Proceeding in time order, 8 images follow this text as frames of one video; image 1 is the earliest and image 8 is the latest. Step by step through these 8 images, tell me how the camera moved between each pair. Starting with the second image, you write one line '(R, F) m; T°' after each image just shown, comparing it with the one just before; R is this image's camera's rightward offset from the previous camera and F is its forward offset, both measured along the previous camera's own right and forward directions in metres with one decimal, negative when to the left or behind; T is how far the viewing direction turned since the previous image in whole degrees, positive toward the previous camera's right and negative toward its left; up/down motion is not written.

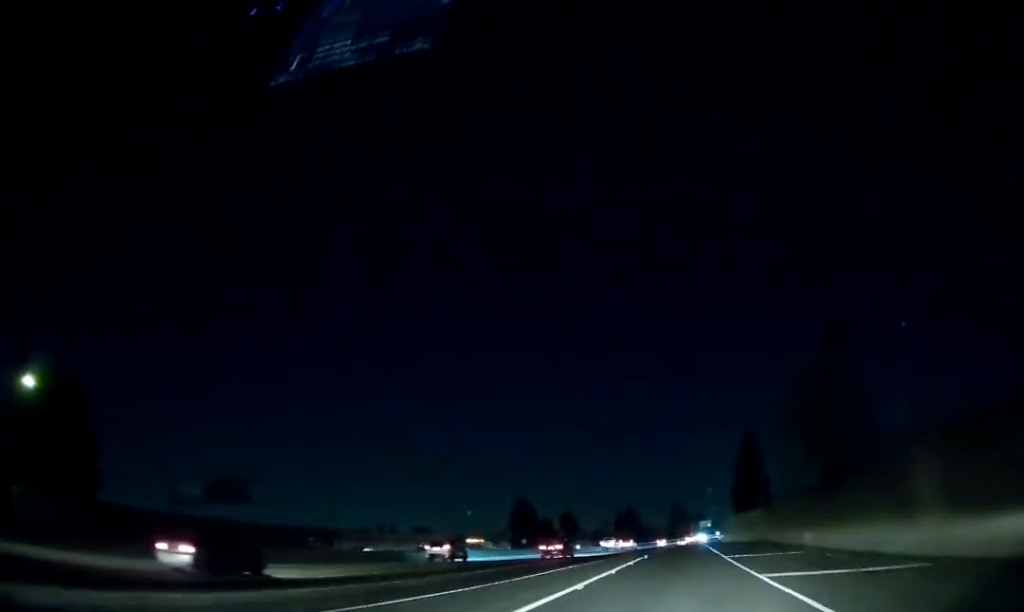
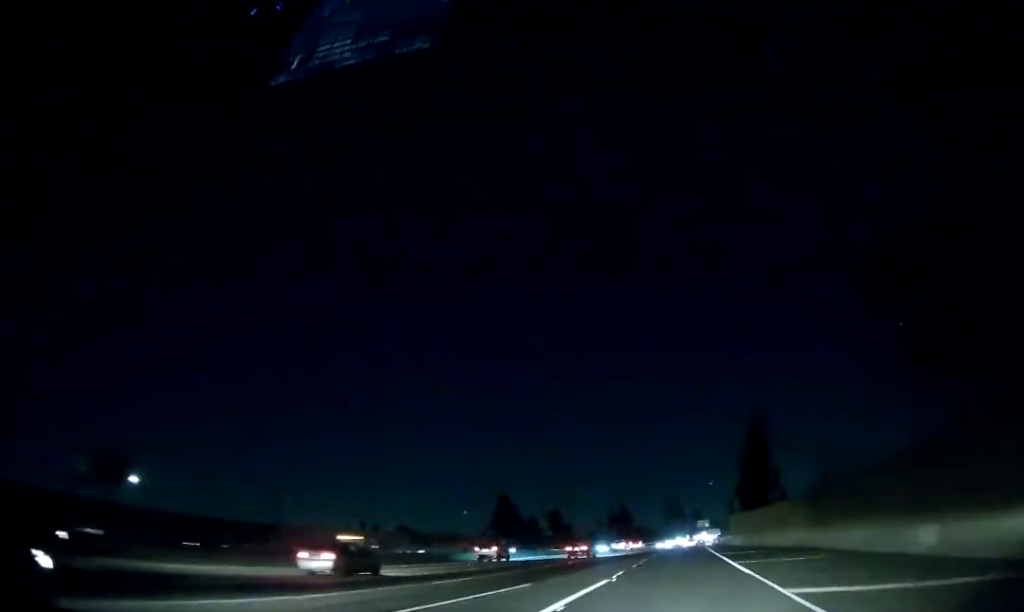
(0.0, +18.8) m; 0°
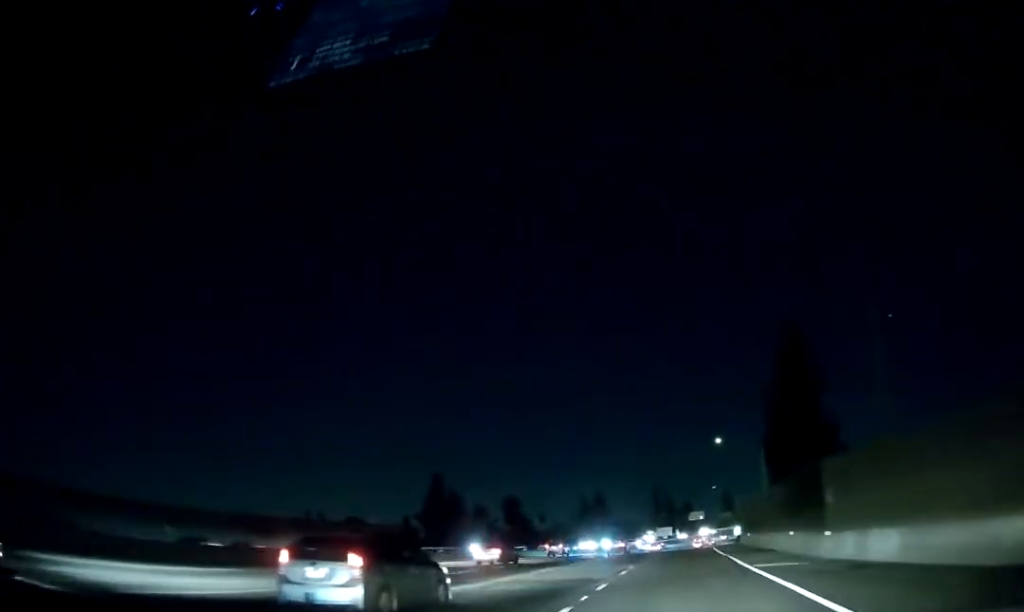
(+0.7, +50.2) m; +2°
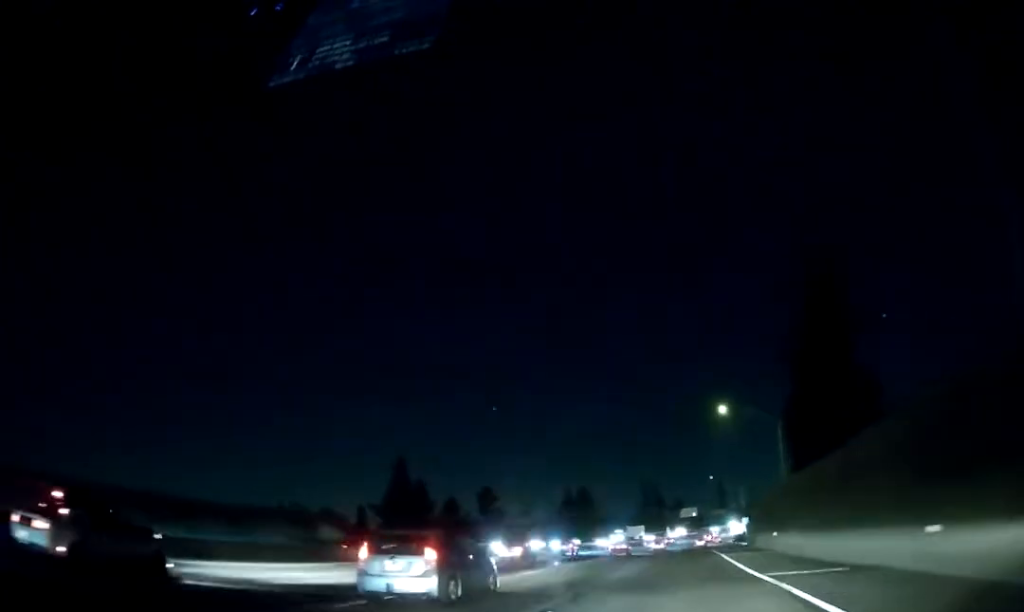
(+0.1, +17.4) m; 0°
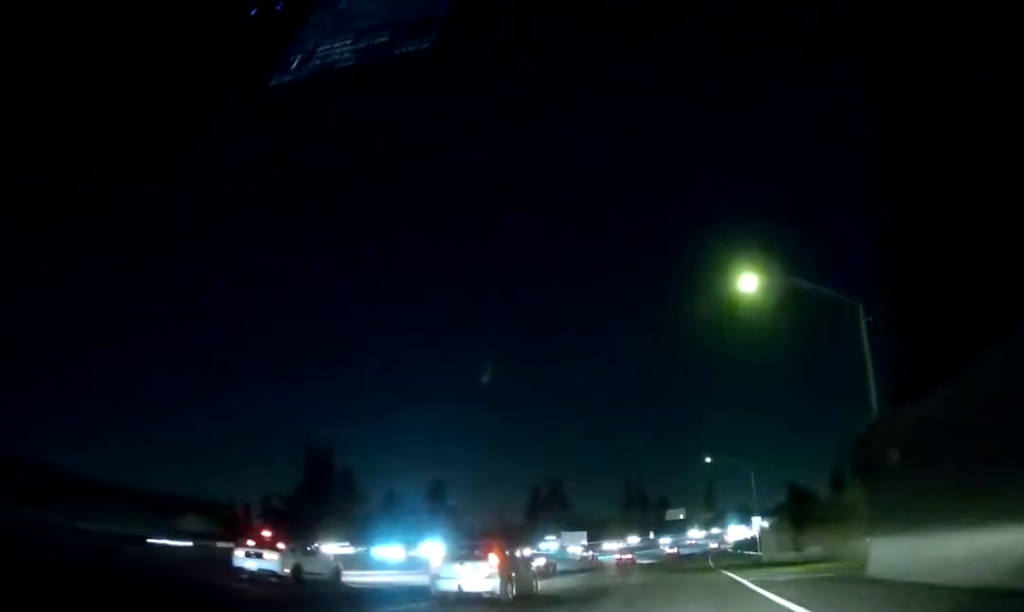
(0.0, +29.8) m; 0°
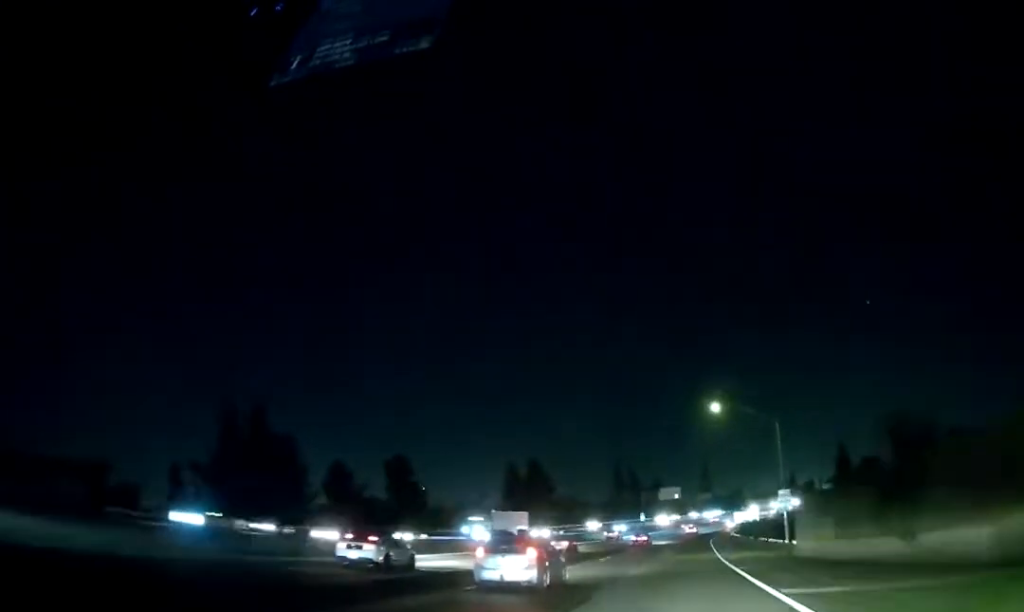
(0.0, +22.1) m; +1°
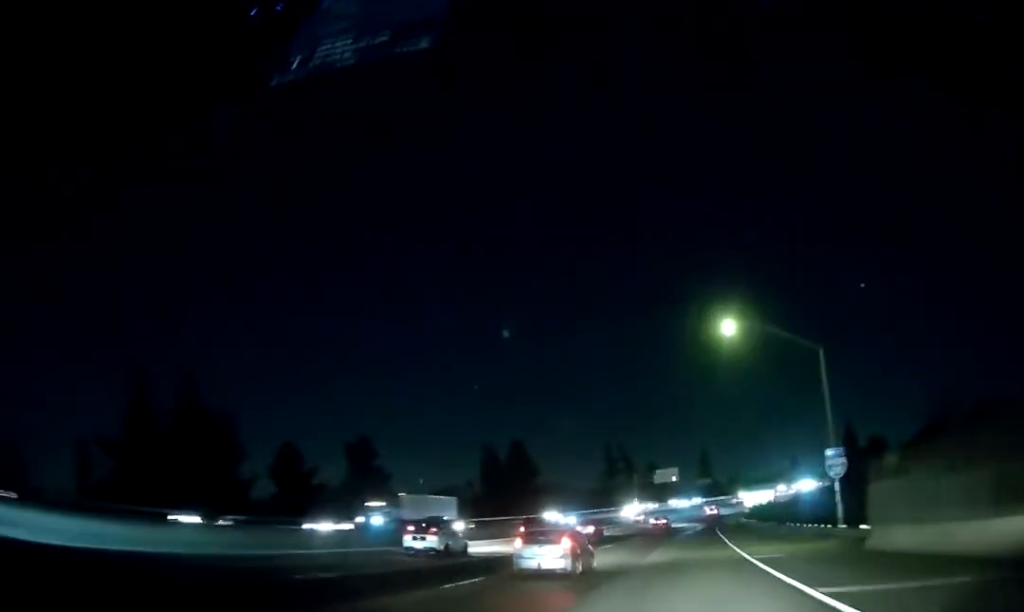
(+0.2, +17.7) m; +1°
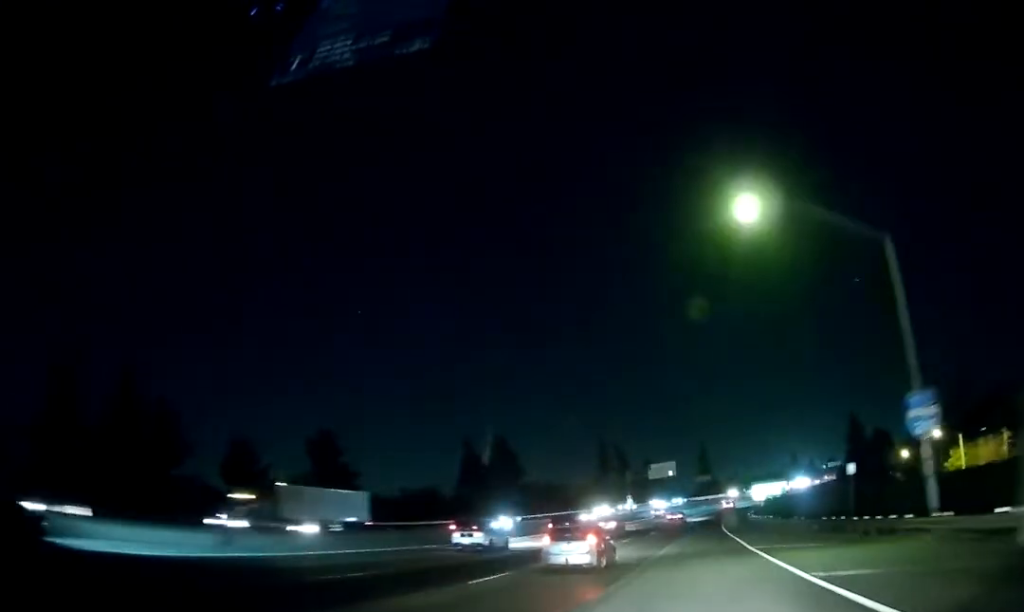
(+0.1, +12.7) m; 0°
